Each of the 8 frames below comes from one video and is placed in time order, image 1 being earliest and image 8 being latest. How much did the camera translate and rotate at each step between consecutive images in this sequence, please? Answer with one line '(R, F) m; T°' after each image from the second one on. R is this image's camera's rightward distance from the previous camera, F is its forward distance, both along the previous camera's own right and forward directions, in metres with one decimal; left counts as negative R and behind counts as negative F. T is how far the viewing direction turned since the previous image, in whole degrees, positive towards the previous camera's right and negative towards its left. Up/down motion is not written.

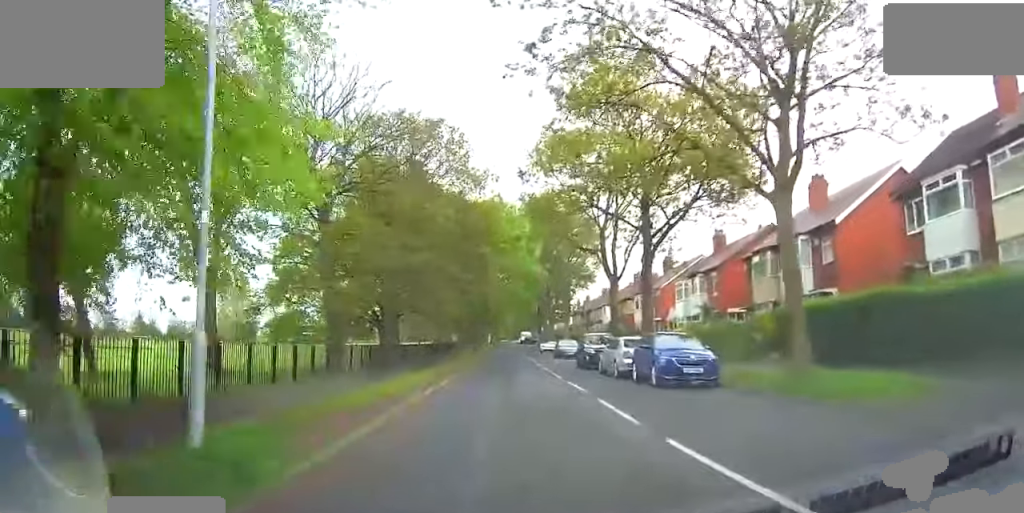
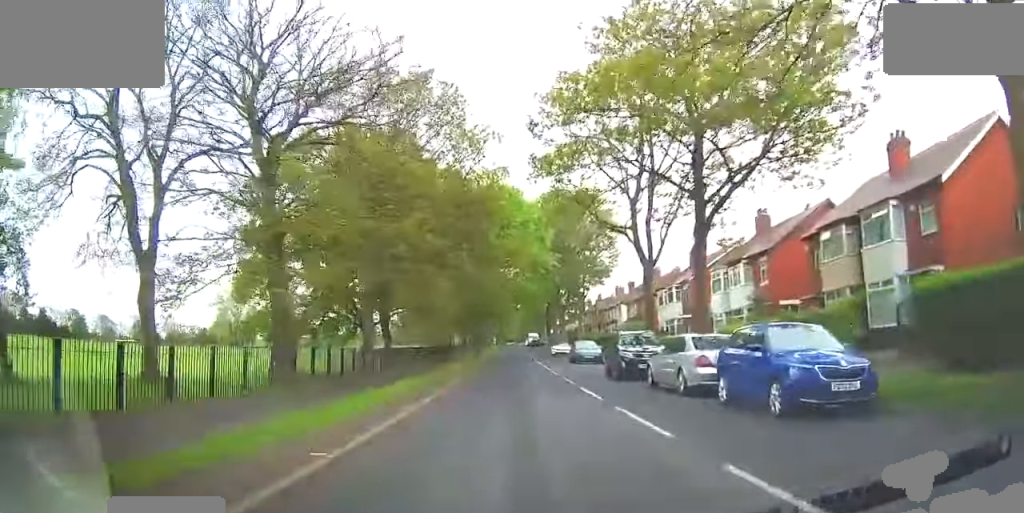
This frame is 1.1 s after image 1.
(-0.2, +6.9) m; -4°
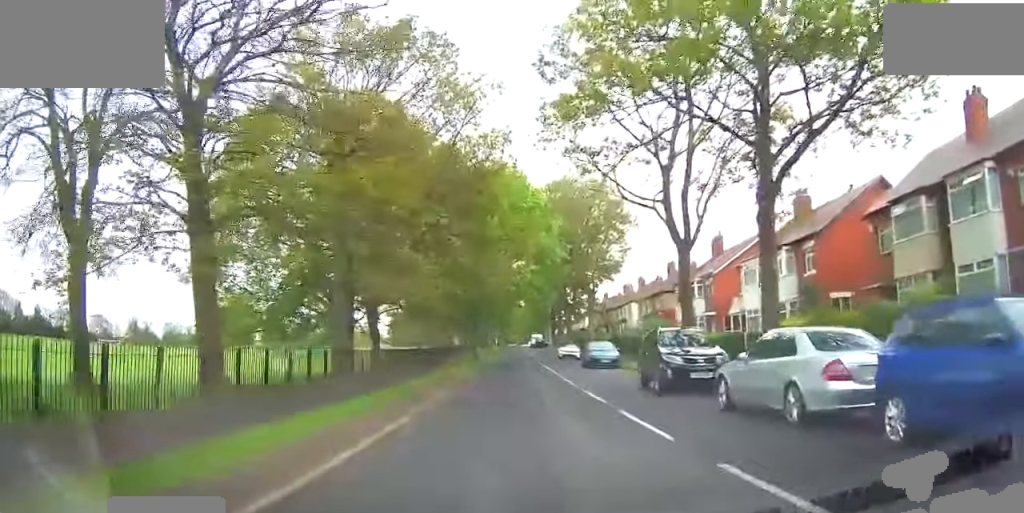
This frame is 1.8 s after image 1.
(-0.2, +5.3) m; -3°
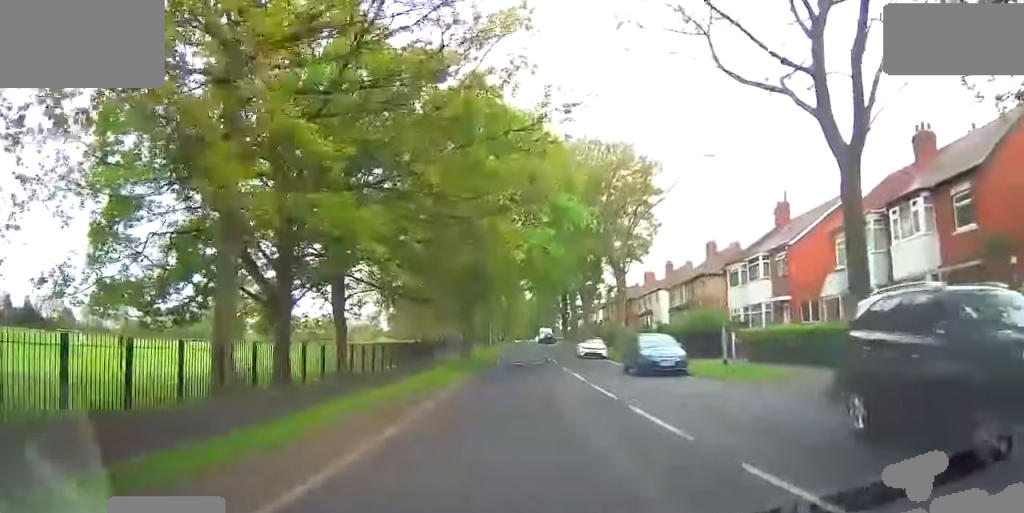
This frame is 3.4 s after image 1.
(-0.6, +11.9) m; -2°
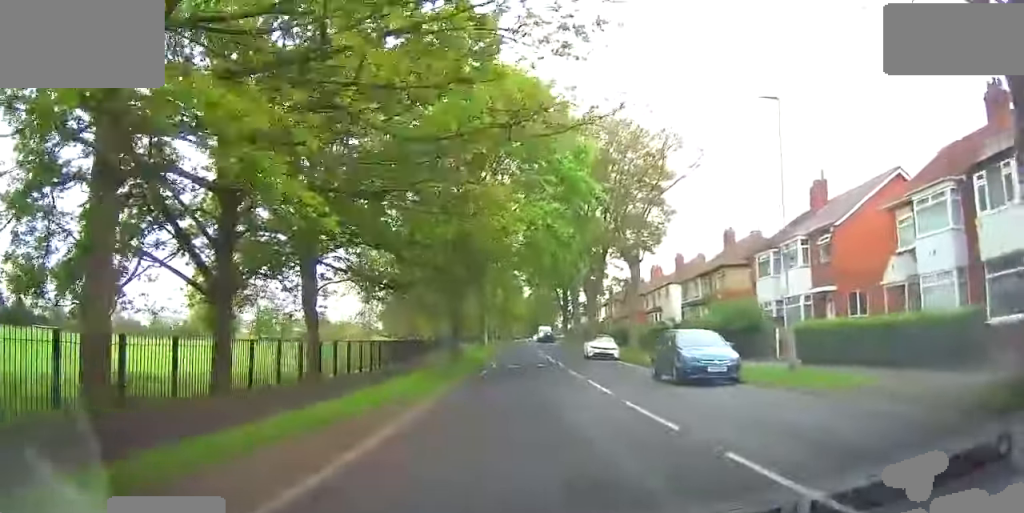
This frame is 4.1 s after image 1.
(0.0, +5.8) m; +2°
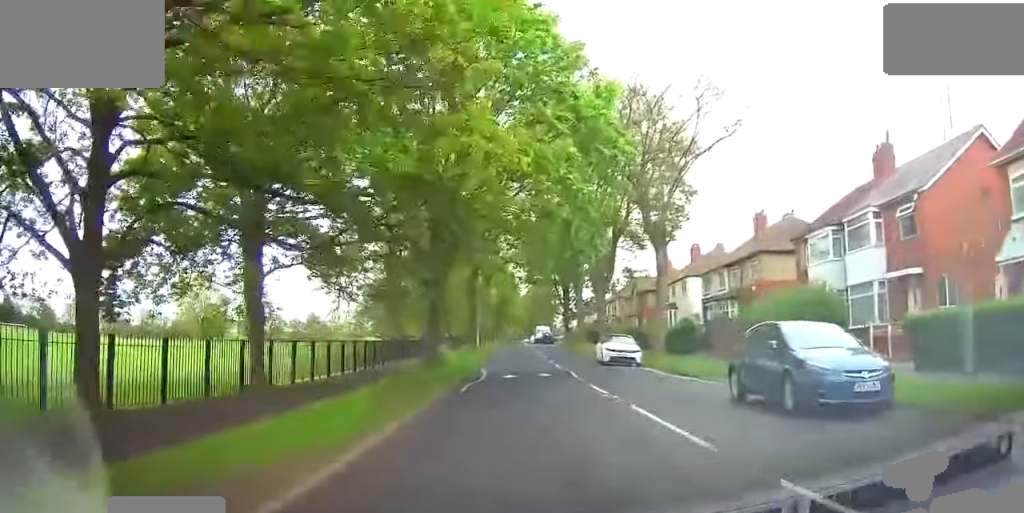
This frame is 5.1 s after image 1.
(+0.4, +7.8) m; +3°
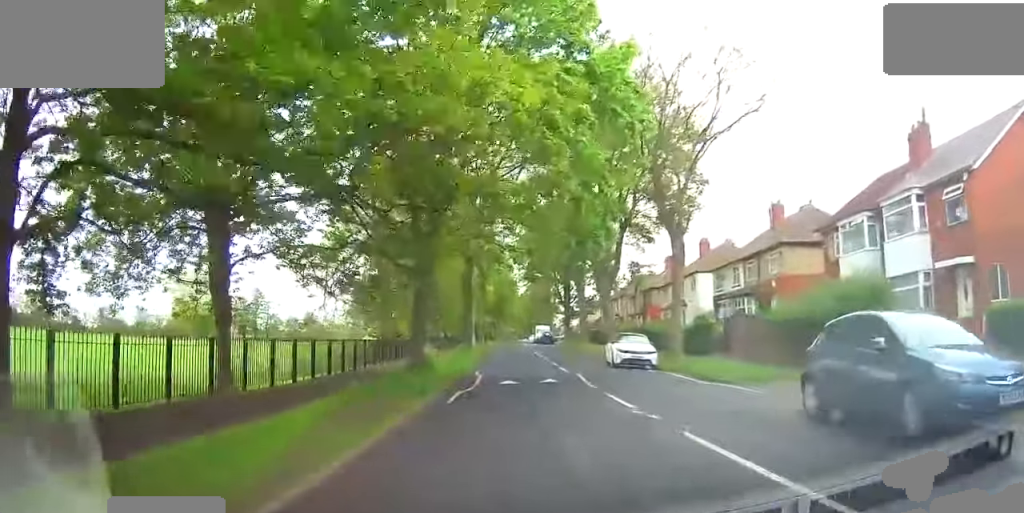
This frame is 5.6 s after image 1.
(-0.1, +3.5) m; +2°
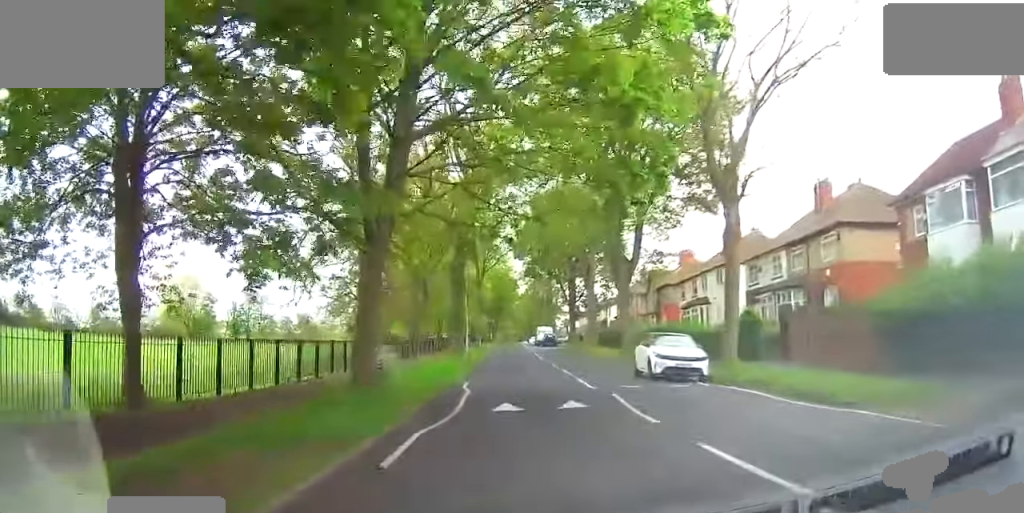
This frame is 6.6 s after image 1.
(+0.3, +7.1) m; +3°
